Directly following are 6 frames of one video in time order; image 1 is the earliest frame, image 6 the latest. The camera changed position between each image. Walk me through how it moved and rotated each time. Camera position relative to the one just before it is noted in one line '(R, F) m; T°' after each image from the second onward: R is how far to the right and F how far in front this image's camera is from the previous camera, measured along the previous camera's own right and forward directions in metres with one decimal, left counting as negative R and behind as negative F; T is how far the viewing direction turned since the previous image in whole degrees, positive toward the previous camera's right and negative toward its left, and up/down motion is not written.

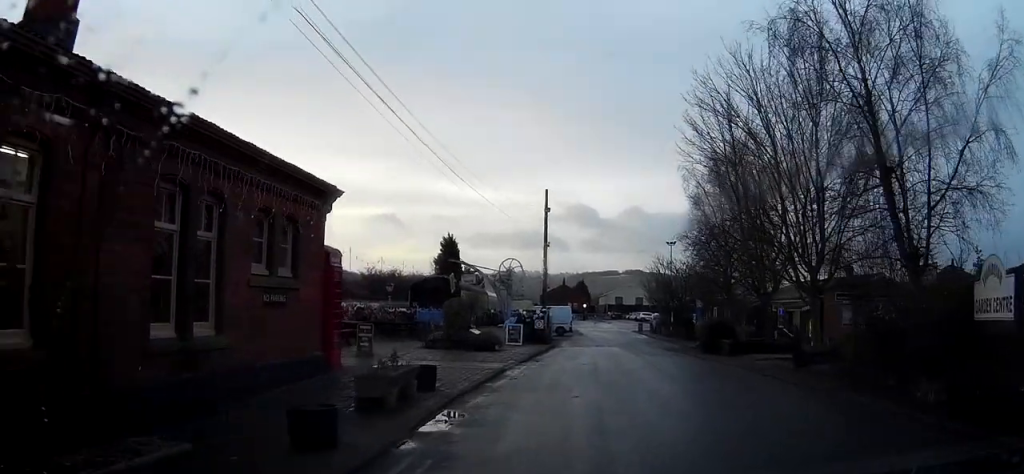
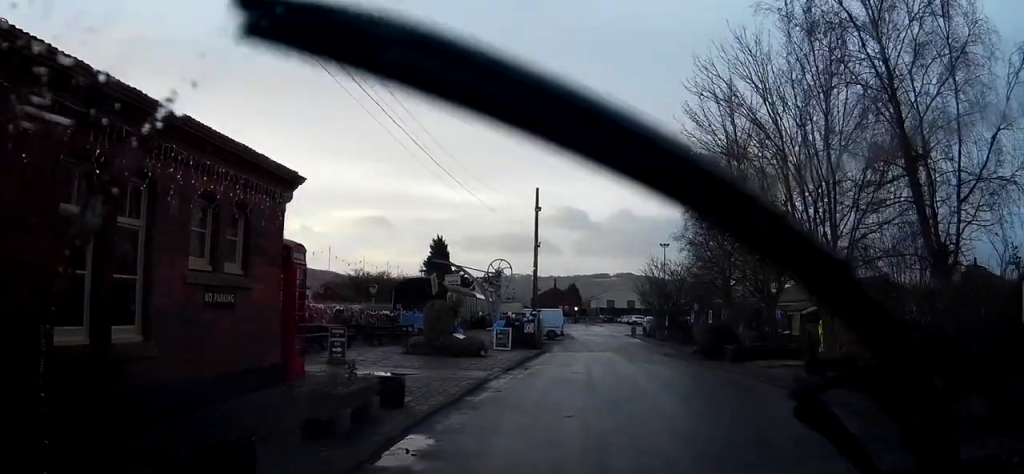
(0.0, +1.9) m; 0°
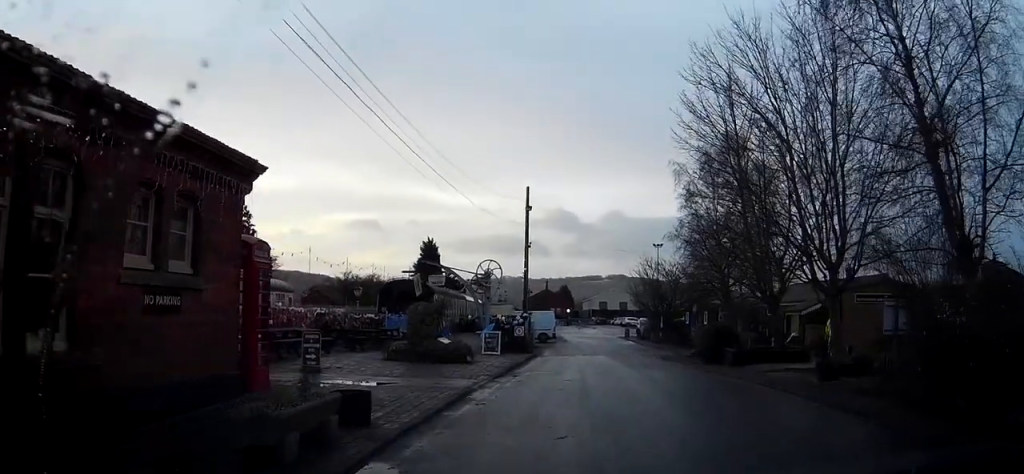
(0.0, +1.5) m; +1°
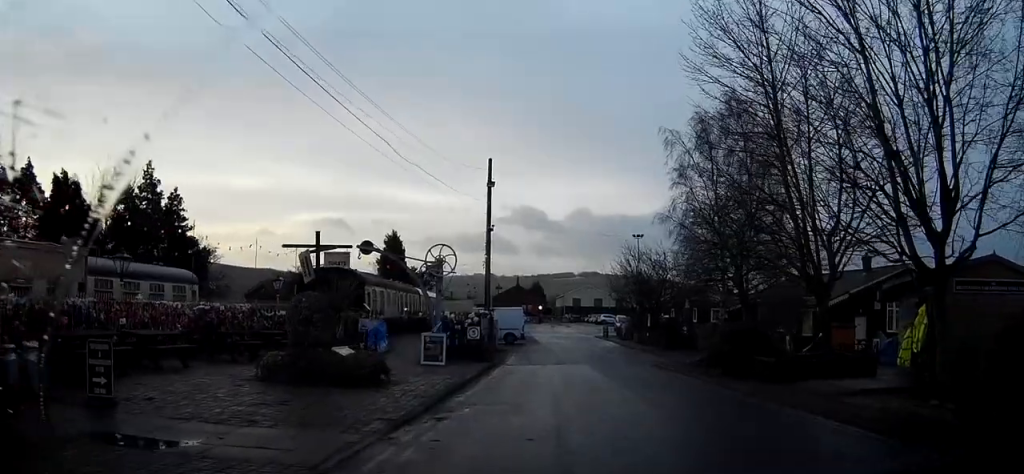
(+0.2, +8.2) m; 0°
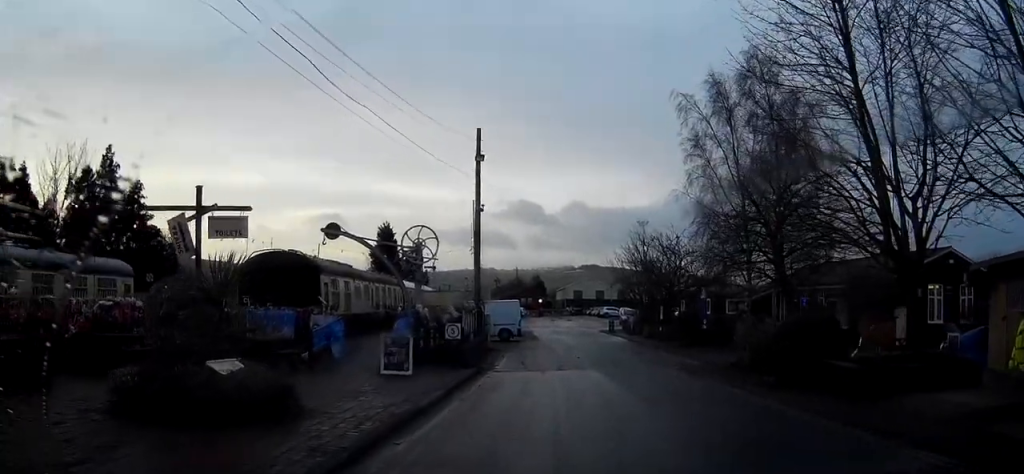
(-0.1, +5.9) m; 0°
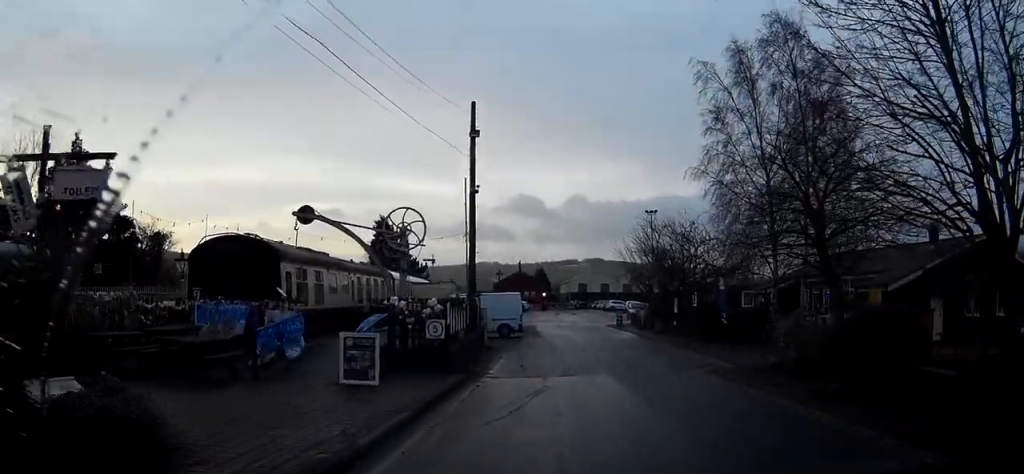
(+0.1, +4.2) m; +2°
